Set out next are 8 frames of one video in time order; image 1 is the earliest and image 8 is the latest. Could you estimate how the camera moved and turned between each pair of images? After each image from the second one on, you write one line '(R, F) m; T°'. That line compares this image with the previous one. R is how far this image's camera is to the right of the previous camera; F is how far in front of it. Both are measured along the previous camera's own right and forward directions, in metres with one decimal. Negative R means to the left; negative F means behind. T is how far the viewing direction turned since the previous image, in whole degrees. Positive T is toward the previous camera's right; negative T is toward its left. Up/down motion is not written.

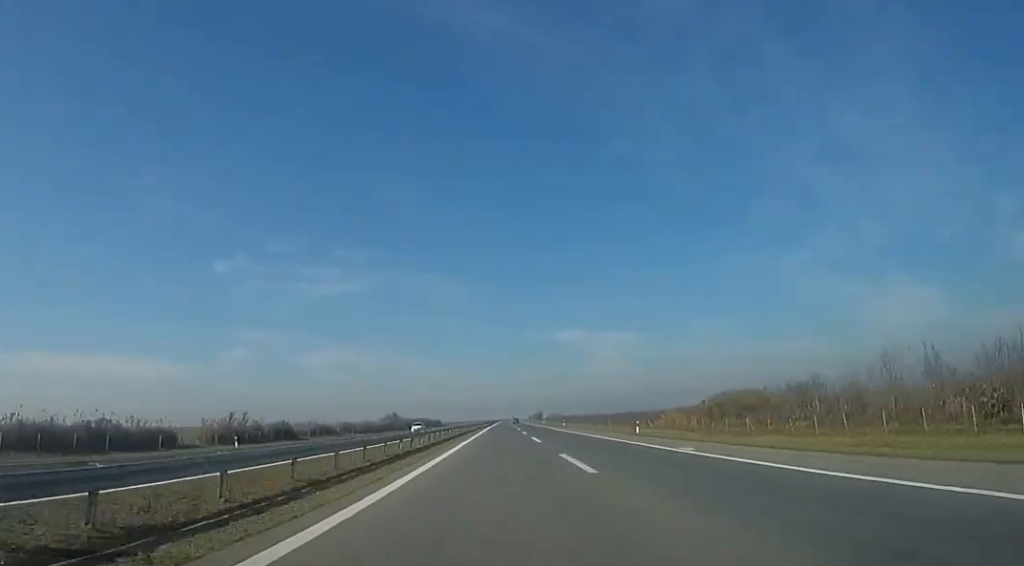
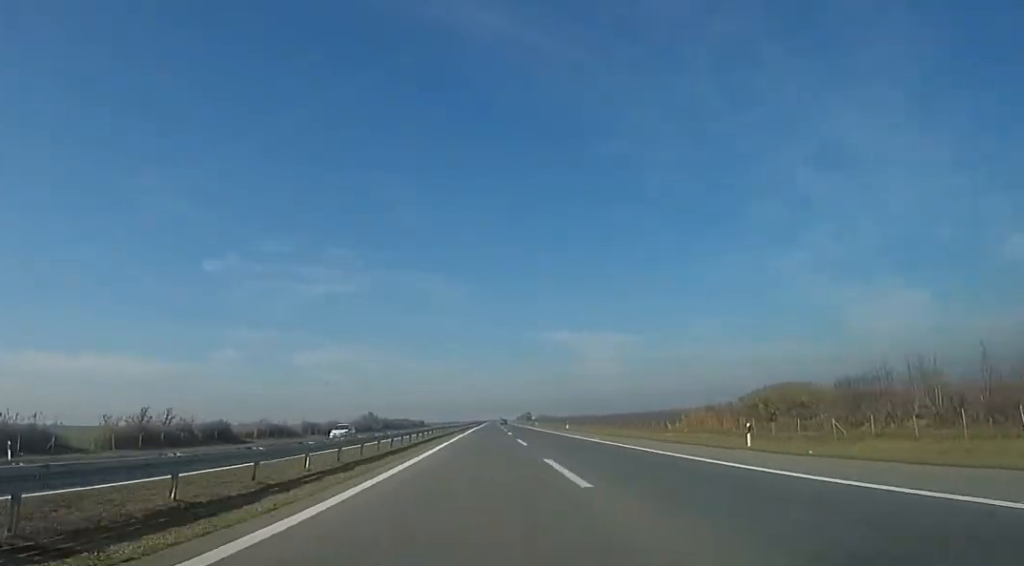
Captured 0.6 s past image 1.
(+0.1, +21.2) m; +1°
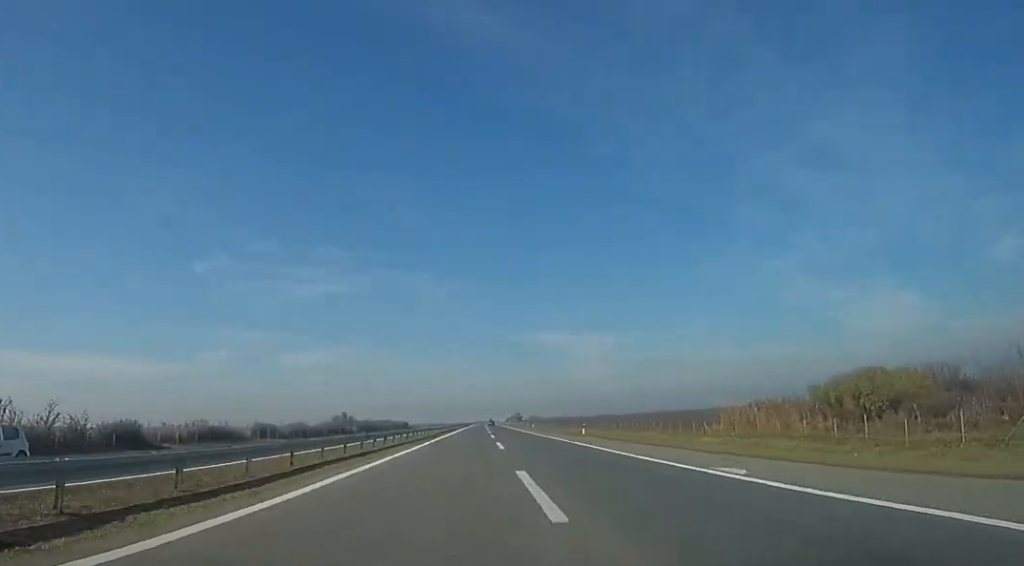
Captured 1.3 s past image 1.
(-0.2, +22.1) m; +2°
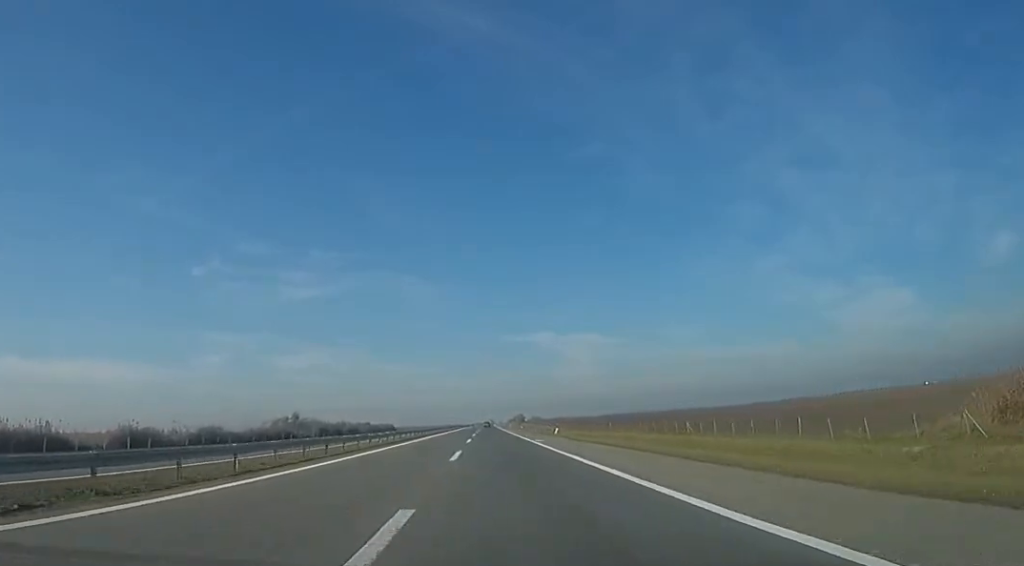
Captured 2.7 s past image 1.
(+1.2, +44.4) m; 0°
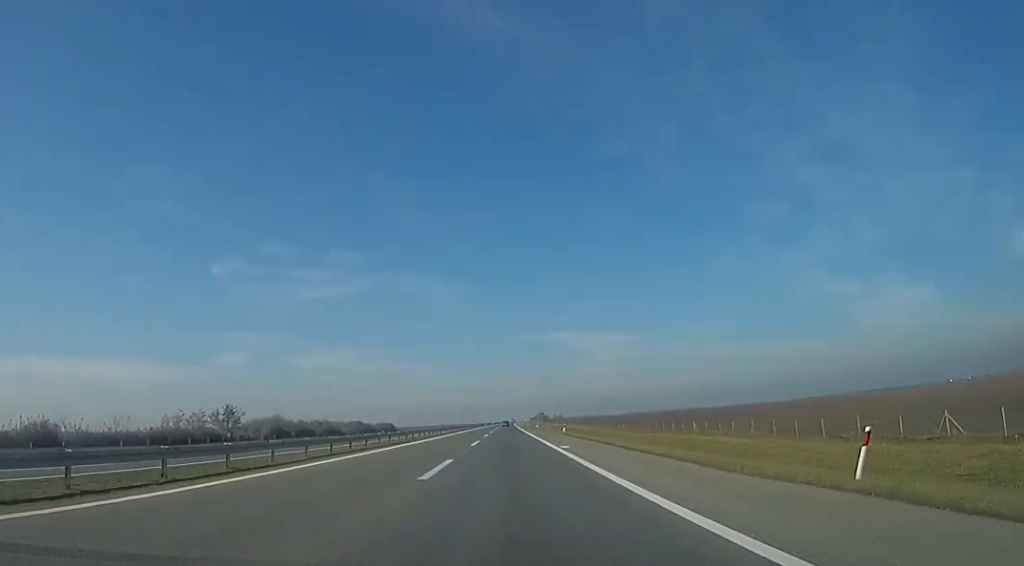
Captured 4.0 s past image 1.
(-1.1, +44.9) m; -1°
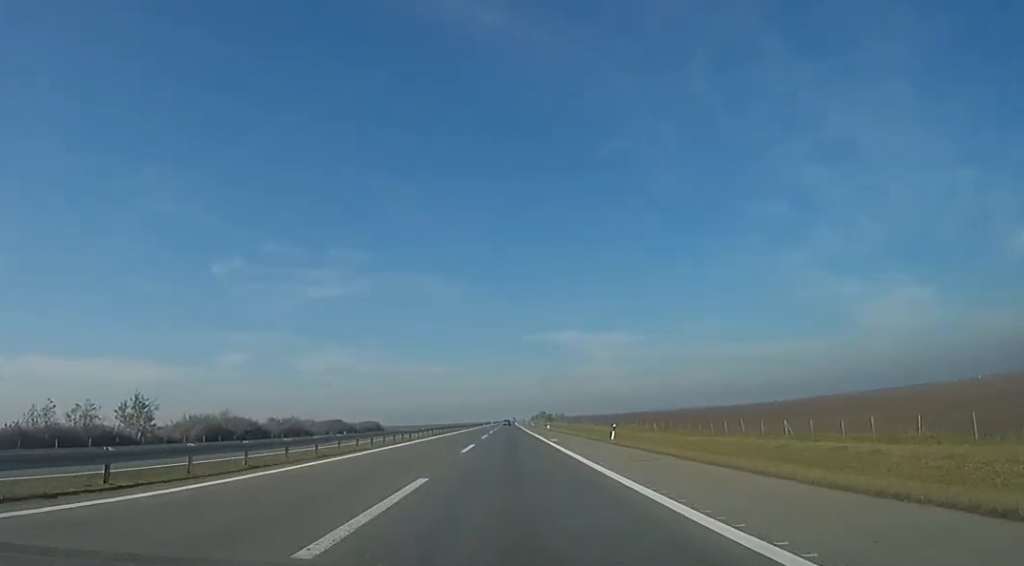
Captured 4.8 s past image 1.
(0.0, +26.7) m; 0°
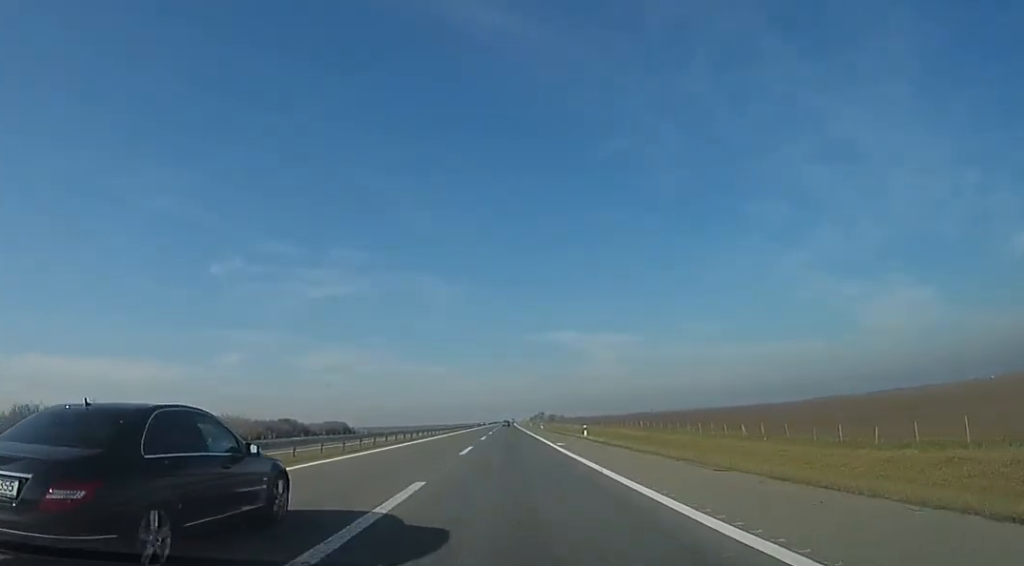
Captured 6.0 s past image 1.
(0.0, +39.2) m; 0°
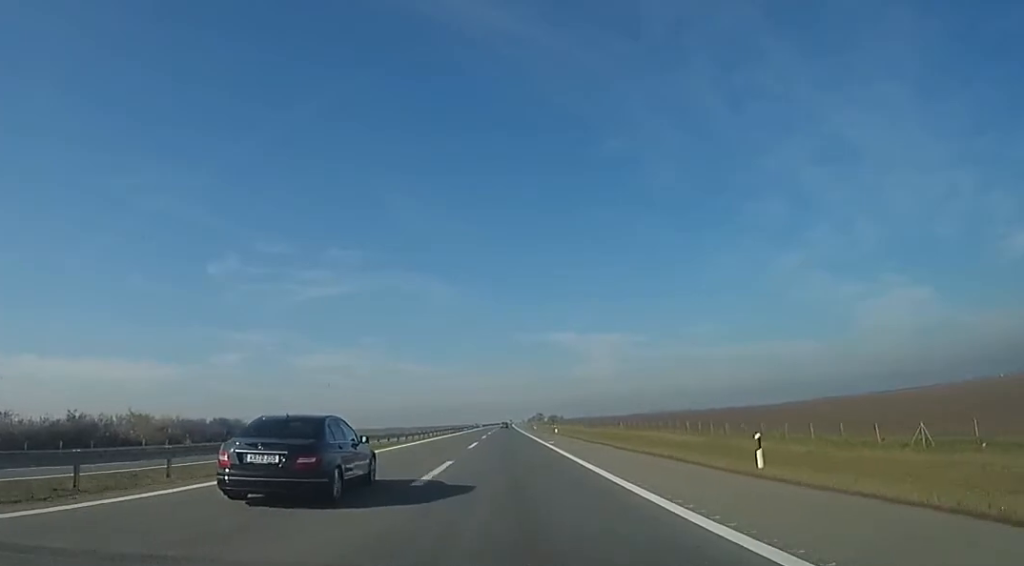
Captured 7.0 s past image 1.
(-0.2, +29.8) m; +1°
